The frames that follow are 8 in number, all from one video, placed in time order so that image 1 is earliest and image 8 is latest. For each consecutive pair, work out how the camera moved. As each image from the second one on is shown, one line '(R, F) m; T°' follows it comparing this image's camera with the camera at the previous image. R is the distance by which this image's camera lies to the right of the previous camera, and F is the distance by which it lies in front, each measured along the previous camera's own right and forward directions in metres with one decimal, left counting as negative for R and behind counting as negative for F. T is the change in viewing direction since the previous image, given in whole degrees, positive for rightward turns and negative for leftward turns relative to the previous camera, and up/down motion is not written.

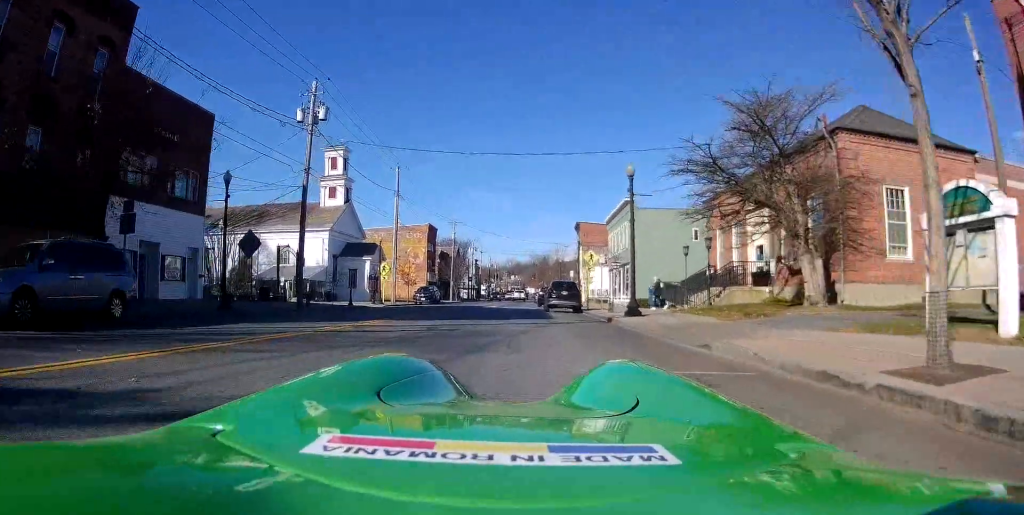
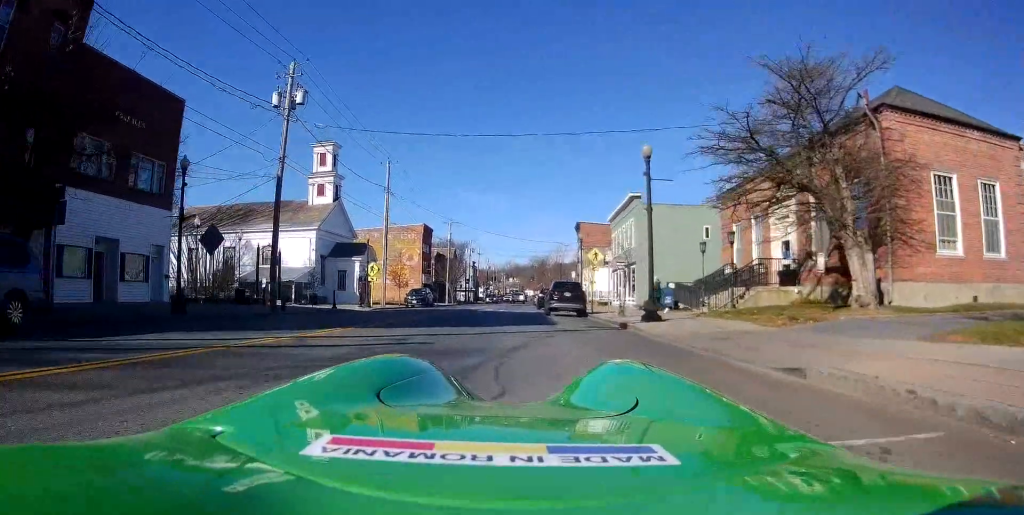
(+0.3, +3.1) m; +1°
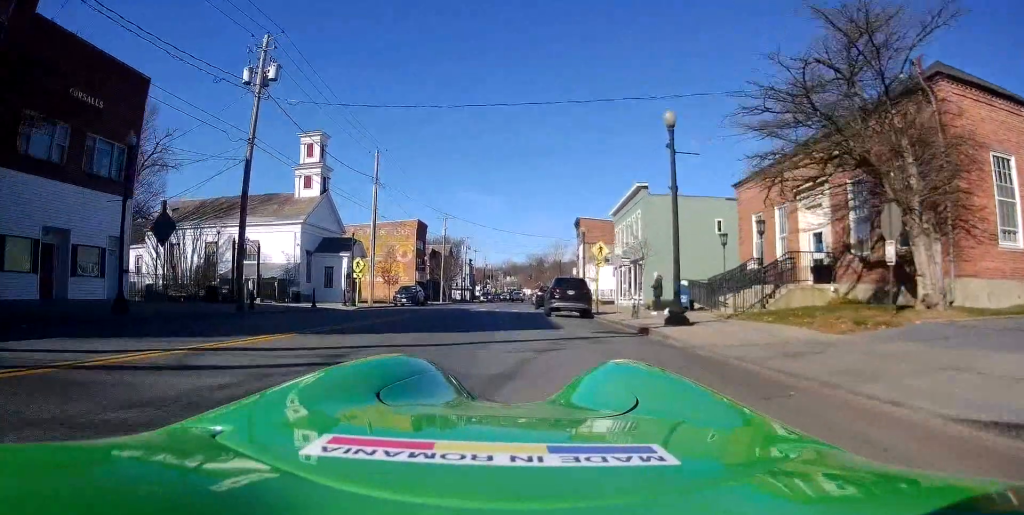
(-0.3, +3.2) m; -1°
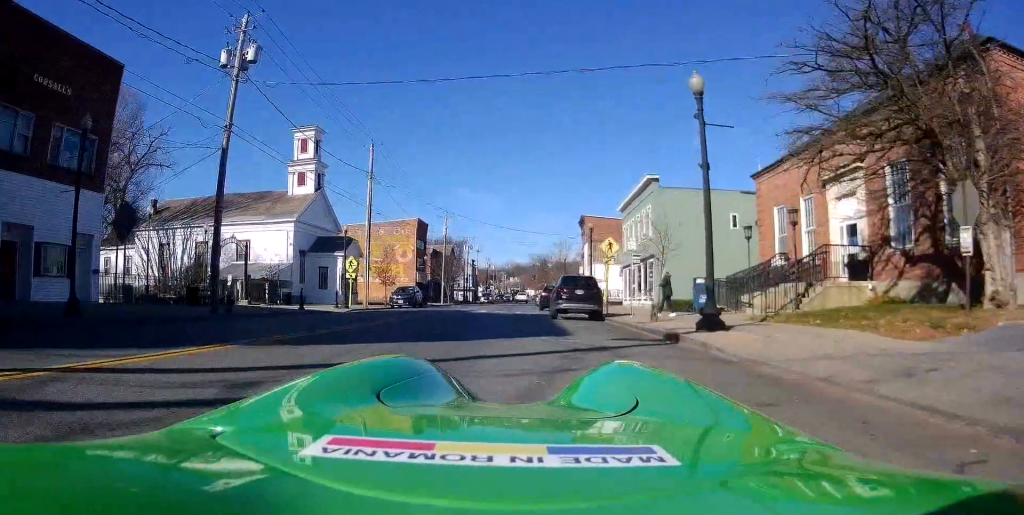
(-0.2, +2.4) m; -1°
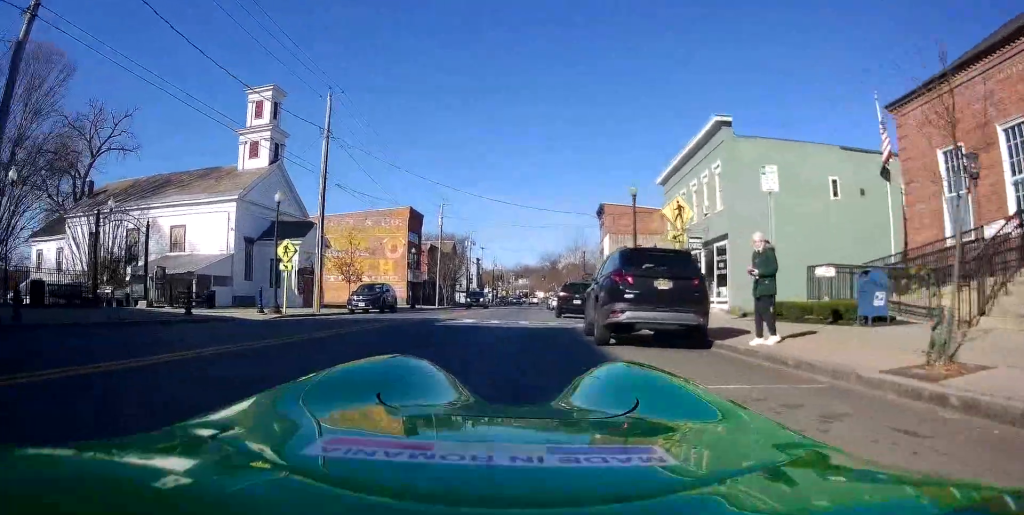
(0.0, +11.6) m; -4°
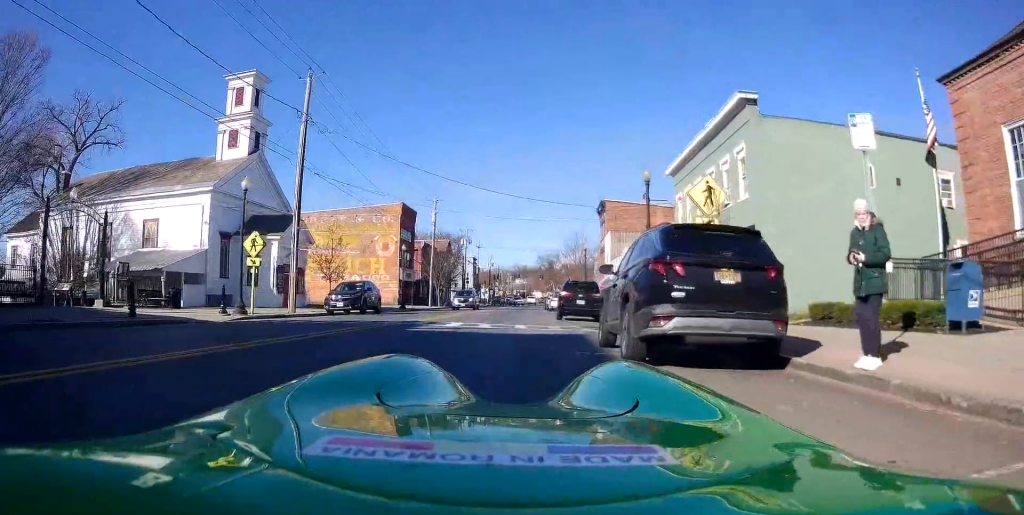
(-0.1, +3.0) m; -1°
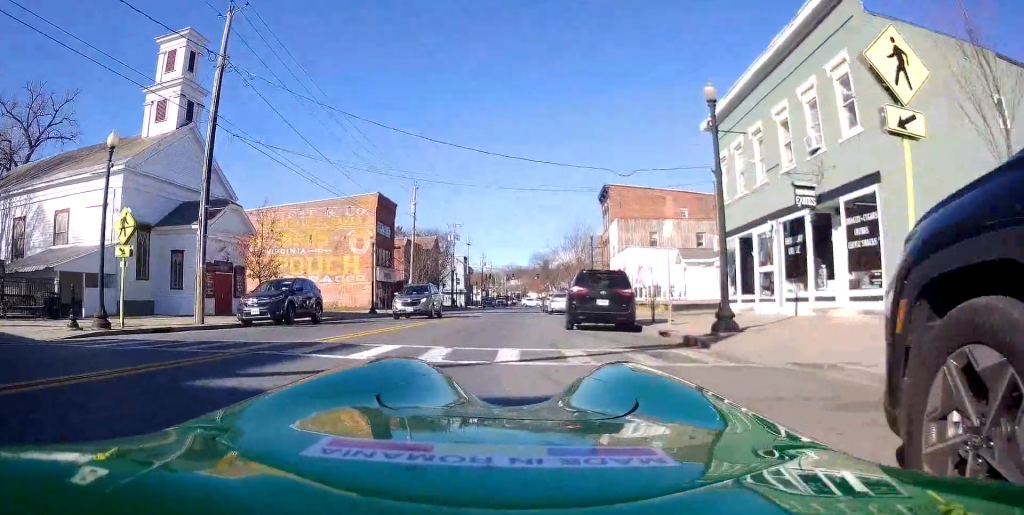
(+0.3, +8.4) m; +7°
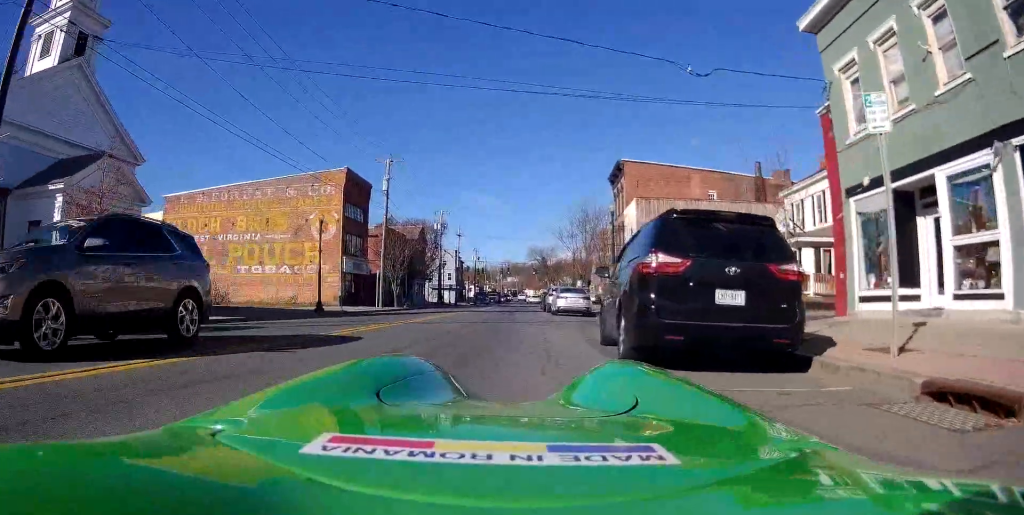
(+0.5, +10.4) m; -2°
